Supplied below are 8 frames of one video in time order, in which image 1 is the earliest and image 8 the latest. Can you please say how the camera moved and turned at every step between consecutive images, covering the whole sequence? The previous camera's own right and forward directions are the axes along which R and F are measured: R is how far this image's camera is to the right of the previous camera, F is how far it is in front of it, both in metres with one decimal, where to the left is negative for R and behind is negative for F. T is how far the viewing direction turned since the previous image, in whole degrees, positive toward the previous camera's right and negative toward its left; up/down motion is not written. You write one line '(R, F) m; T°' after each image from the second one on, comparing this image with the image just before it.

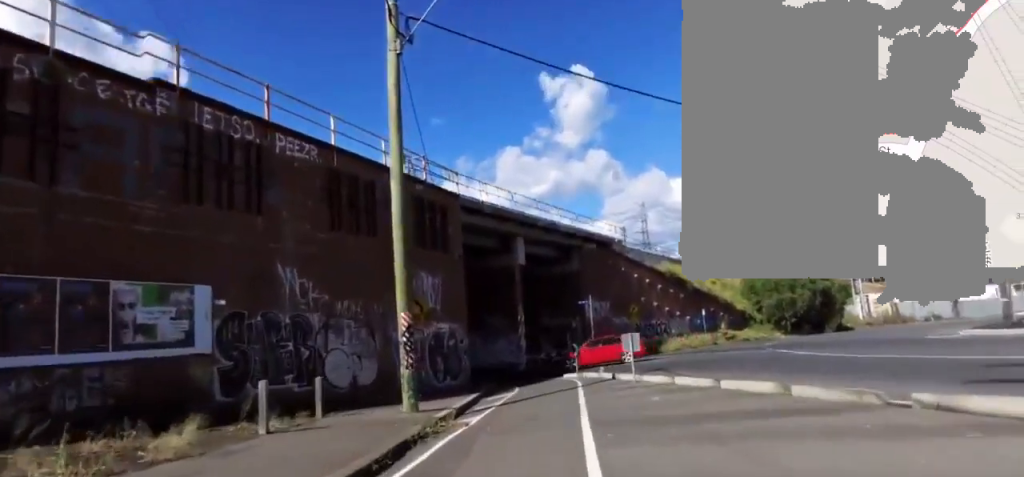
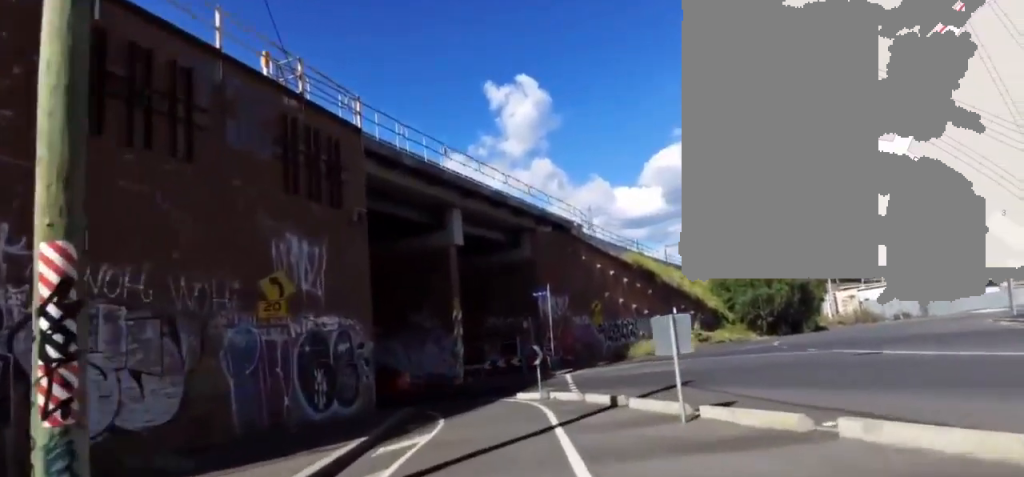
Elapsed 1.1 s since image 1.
(-0.9, +7.6) m; -14°
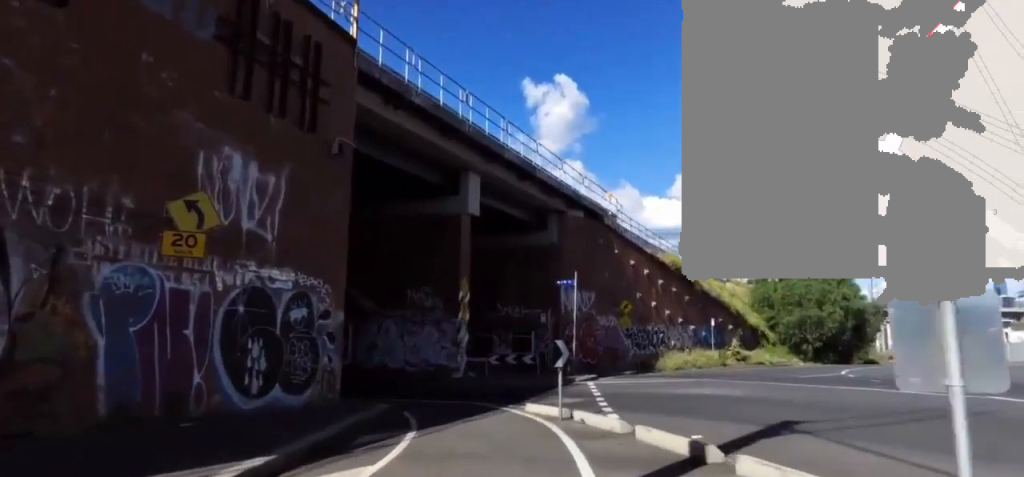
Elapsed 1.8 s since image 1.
(-0.4, +3.9) m; -7°
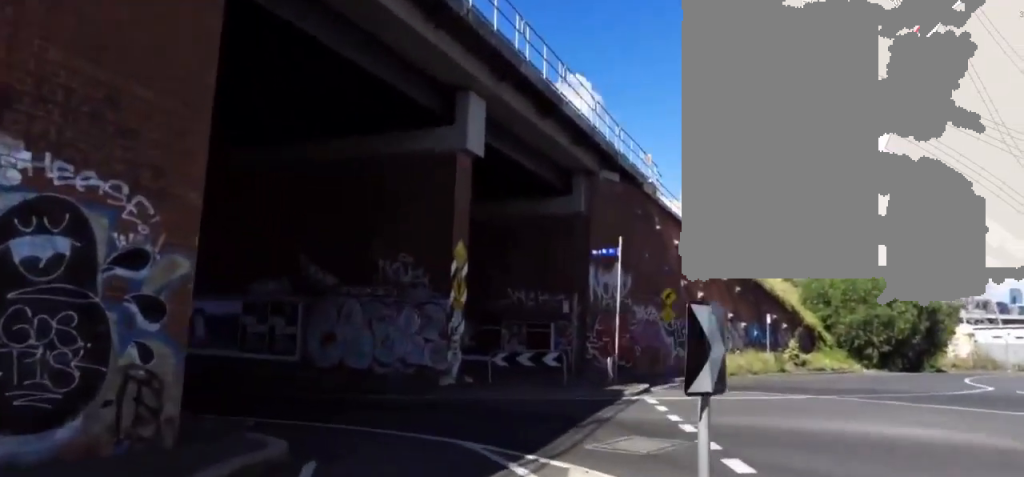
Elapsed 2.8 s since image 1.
(0.0, +5.7) m; 0°
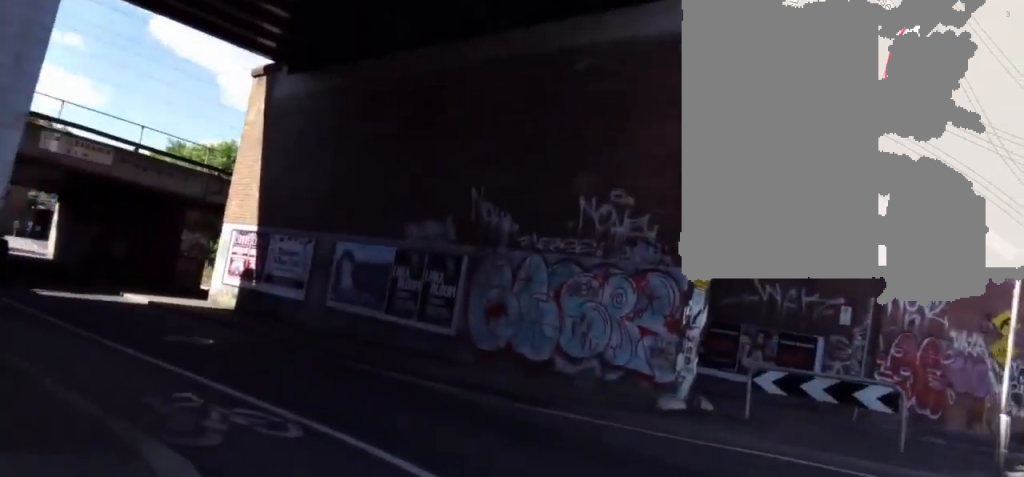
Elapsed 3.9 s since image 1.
(0.0, +5.4) m; -1°
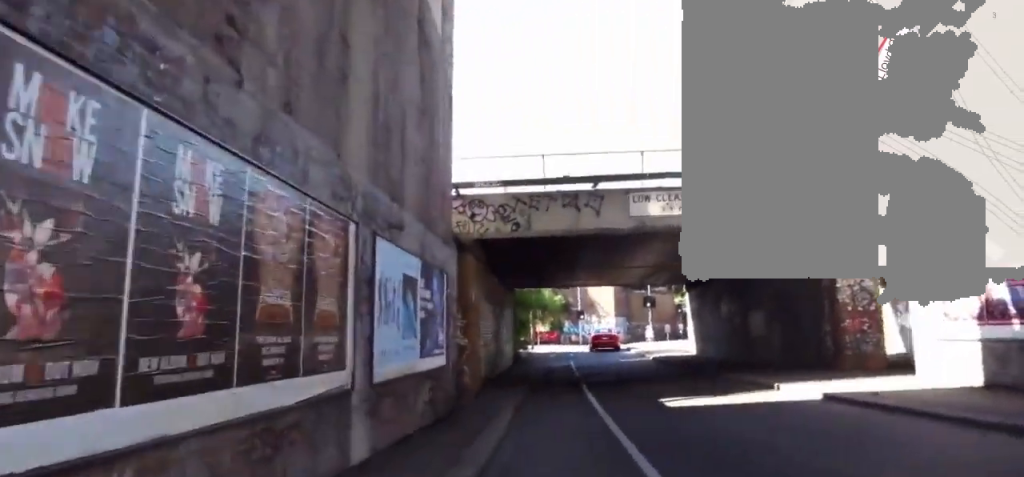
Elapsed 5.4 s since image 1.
(-0.3, +7.9) m; -20°
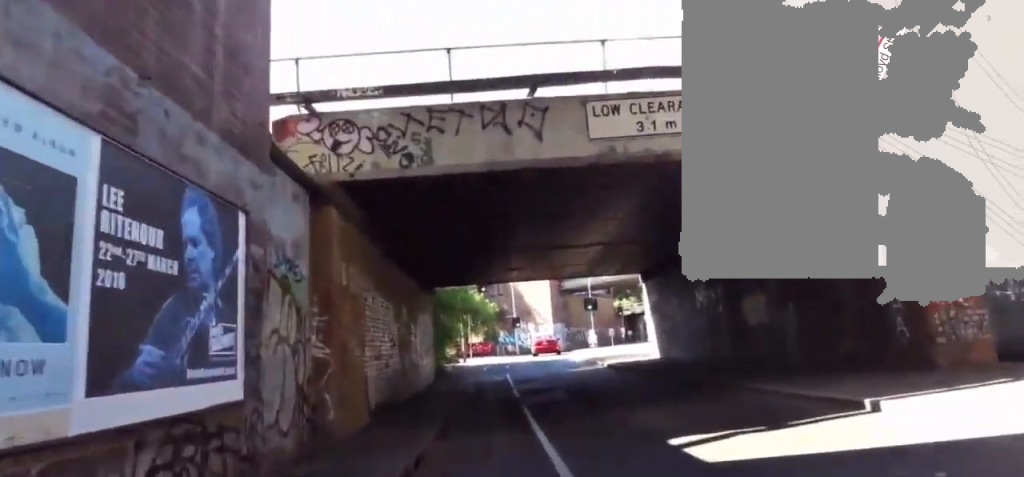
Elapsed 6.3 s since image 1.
(-1.2, +4.7) m; -22°
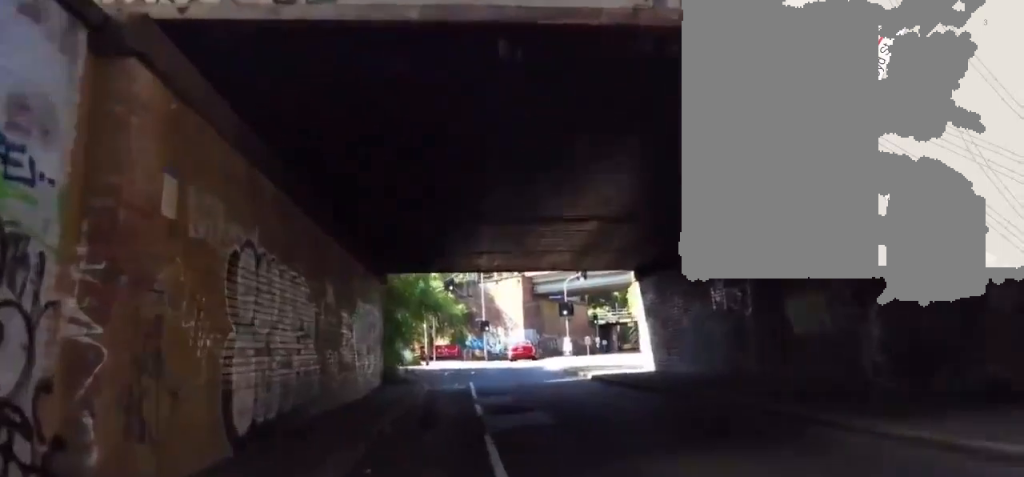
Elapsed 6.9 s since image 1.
(-0.5, +3.6) m; -11°
